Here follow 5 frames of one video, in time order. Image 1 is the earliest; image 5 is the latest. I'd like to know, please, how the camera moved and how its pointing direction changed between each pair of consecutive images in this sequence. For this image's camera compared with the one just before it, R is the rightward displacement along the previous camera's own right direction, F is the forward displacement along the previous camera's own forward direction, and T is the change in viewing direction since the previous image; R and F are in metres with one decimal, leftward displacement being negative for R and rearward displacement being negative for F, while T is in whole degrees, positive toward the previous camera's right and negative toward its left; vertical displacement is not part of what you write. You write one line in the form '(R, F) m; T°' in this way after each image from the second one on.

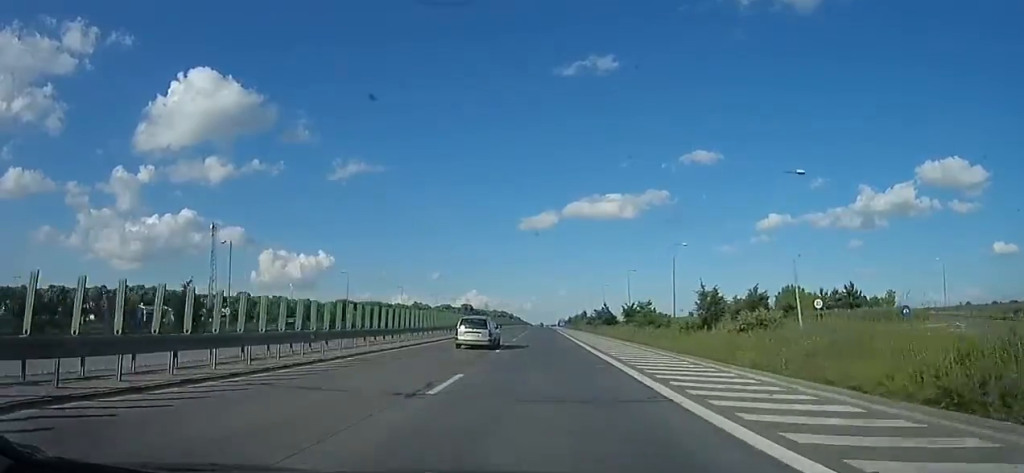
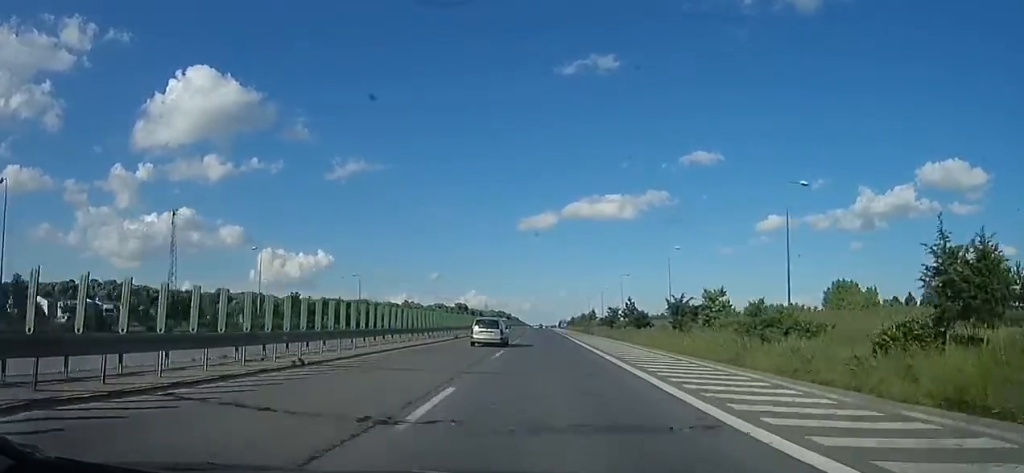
(+0.8, +25.9) m; 0°
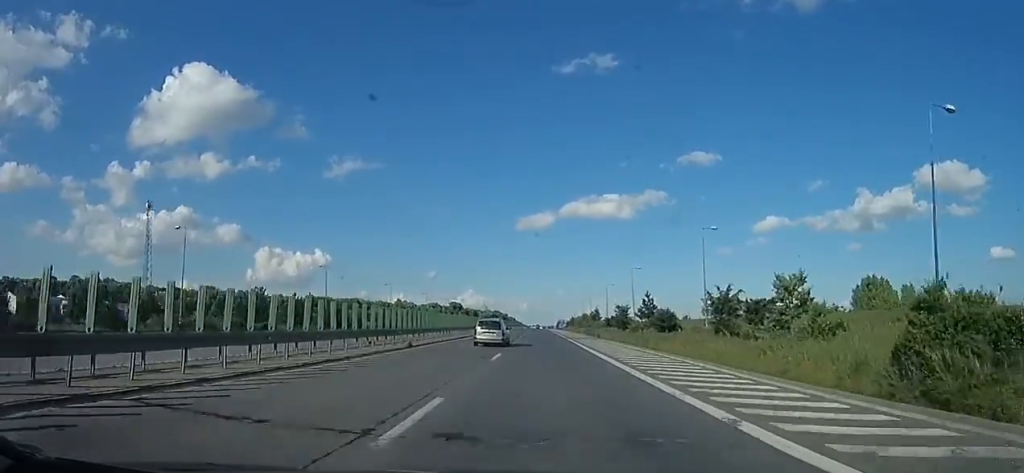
(+0.6, +12.7) m; 0°
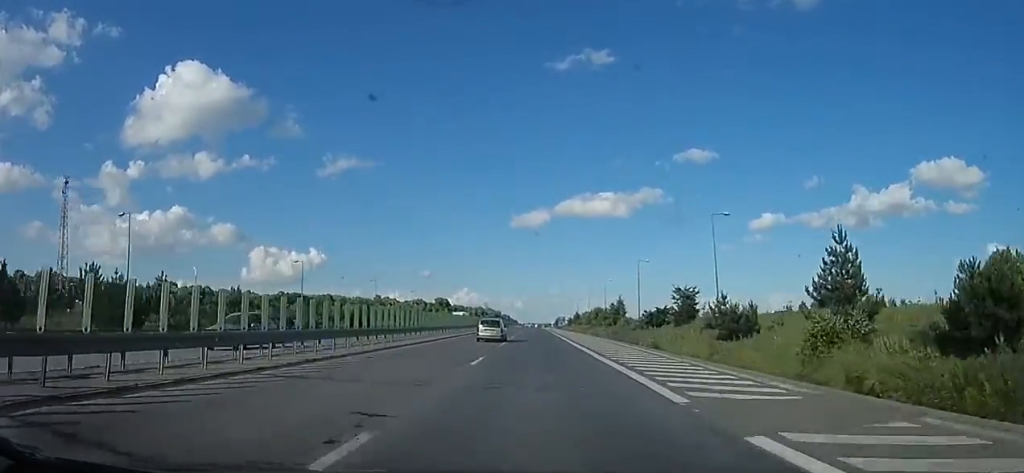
(-2.0, +37.5) m; -2°
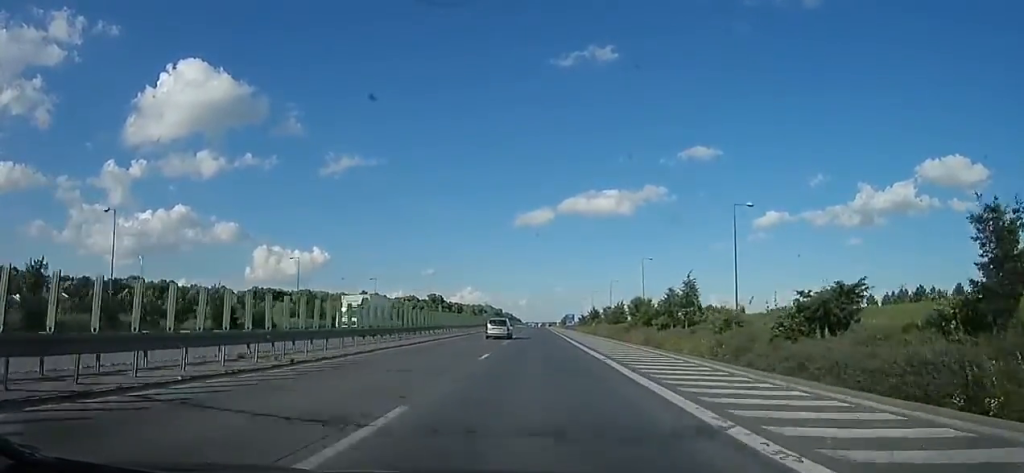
(+0.3, +33.8) m; +1°
